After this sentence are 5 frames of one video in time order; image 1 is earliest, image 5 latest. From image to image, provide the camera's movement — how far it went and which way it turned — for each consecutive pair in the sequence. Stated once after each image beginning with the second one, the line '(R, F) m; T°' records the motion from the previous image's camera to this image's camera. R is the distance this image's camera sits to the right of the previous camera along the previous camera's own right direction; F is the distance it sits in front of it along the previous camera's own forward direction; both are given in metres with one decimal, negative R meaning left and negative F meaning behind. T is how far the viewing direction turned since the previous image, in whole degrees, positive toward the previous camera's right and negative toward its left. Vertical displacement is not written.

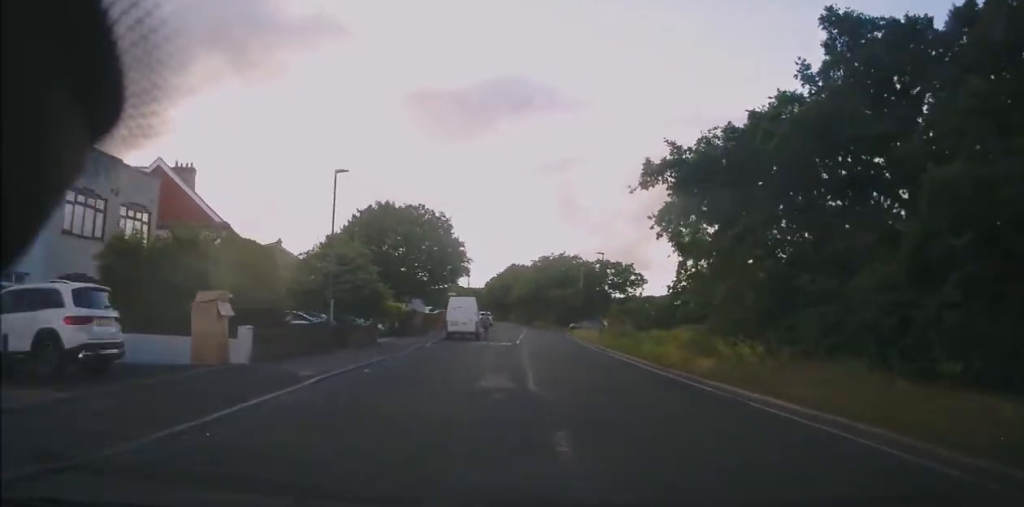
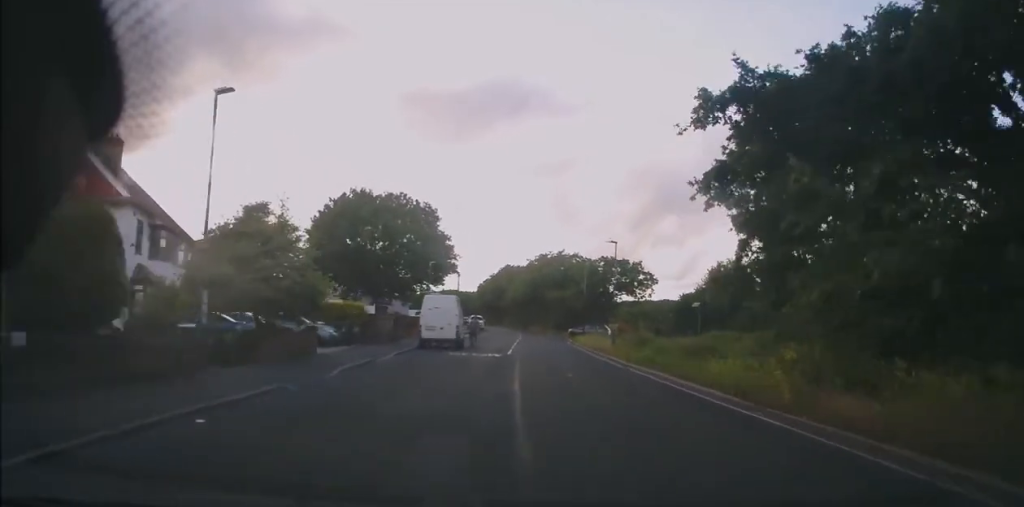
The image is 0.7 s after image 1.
(-0.2, +7.8) m; +2°
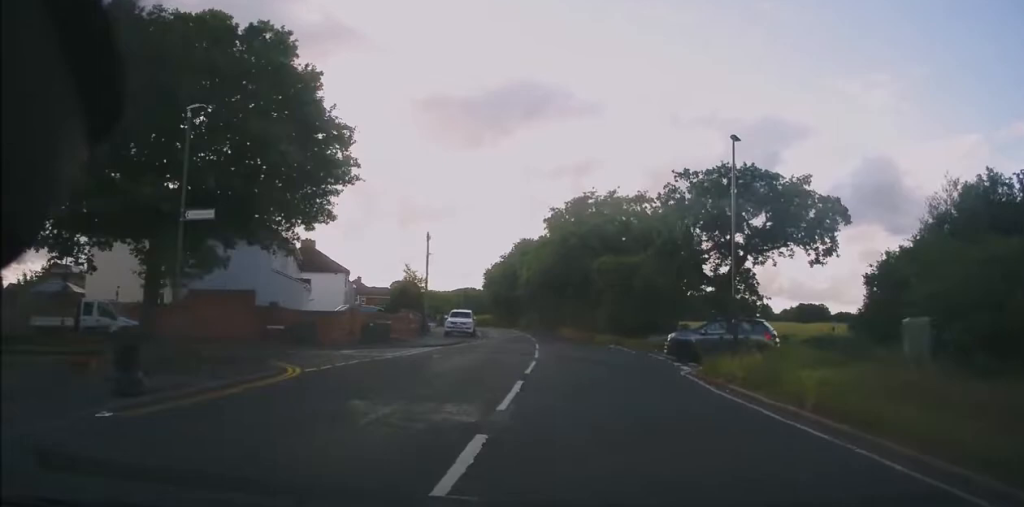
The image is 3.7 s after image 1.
(0.0, +36.0) m; -2°
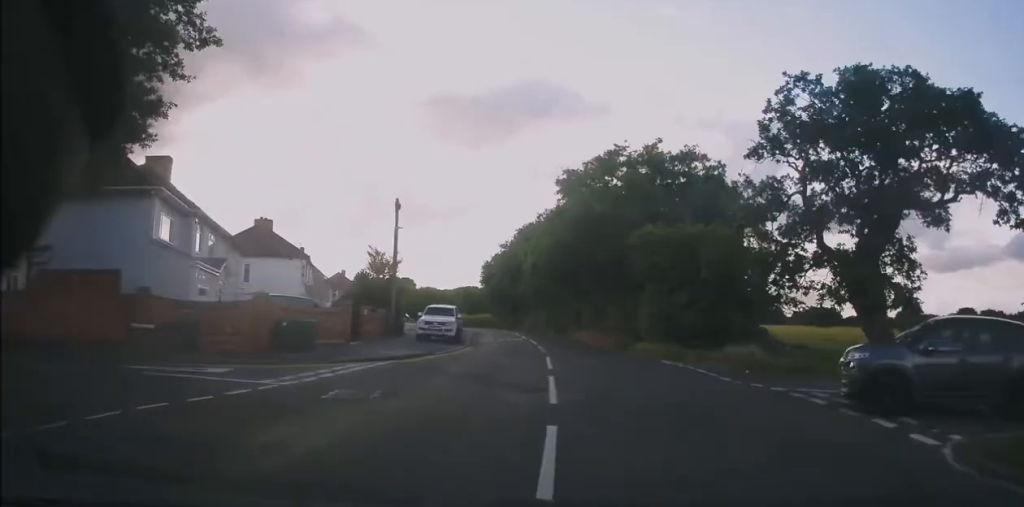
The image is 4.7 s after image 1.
(-0.1, +11.9) m; -2°
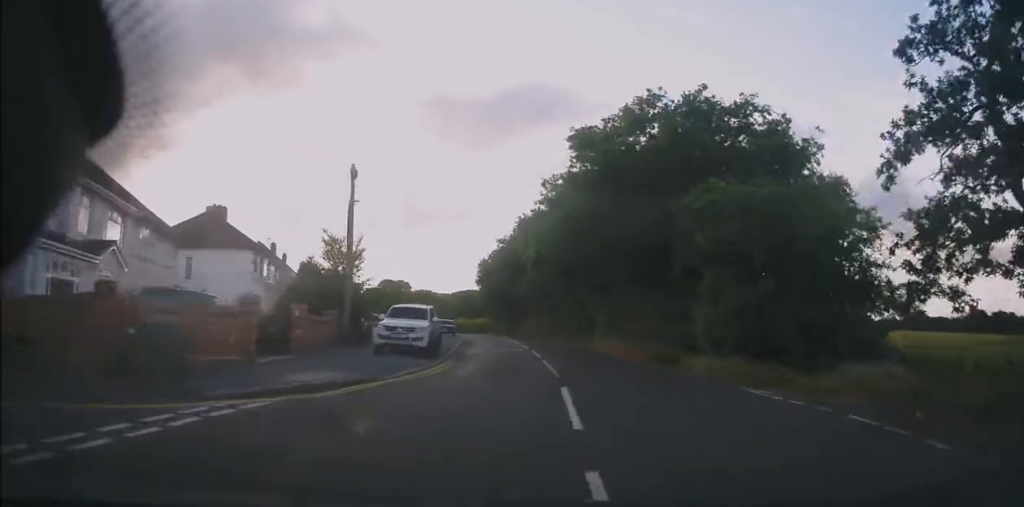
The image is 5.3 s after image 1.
(-0.1, +8.4) m; 0°
